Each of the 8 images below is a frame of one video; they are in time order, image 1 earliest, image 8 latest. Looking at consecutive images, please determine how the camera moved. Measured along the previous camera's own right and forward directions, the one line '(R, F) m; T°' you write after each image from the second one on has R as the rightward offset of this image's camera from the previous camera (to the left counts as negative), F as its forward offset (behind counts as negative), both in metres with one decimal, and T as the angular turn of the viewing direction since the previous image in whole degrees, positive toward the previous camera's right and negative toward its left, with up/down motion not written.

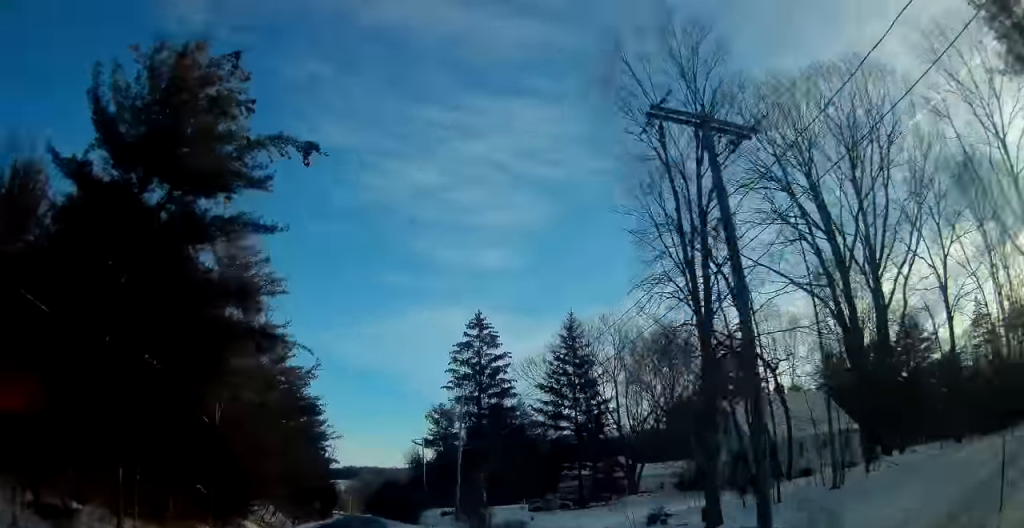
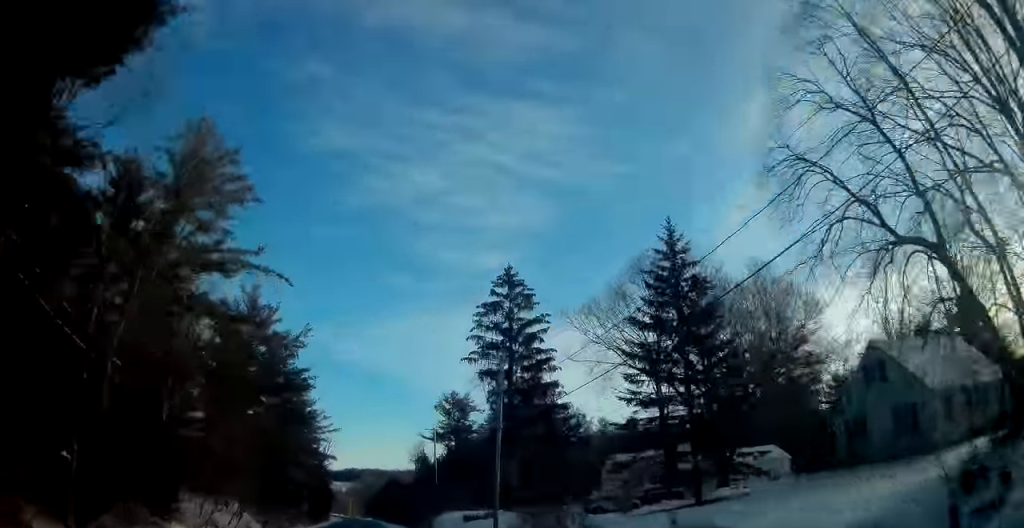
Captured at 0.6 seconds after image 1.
(+0.1, +14.3) m; 0°
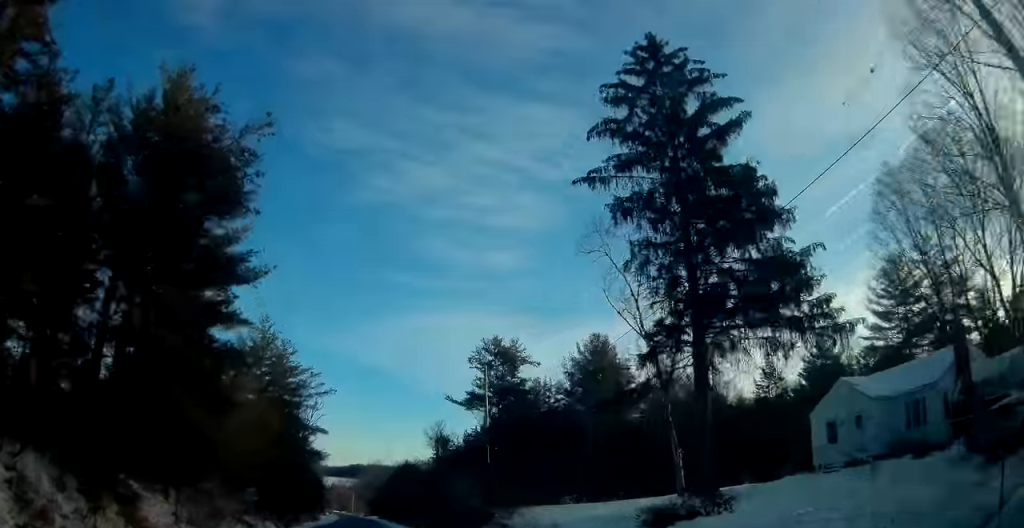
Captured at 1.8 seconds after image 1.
(+0.4, +31.2) m; 0°
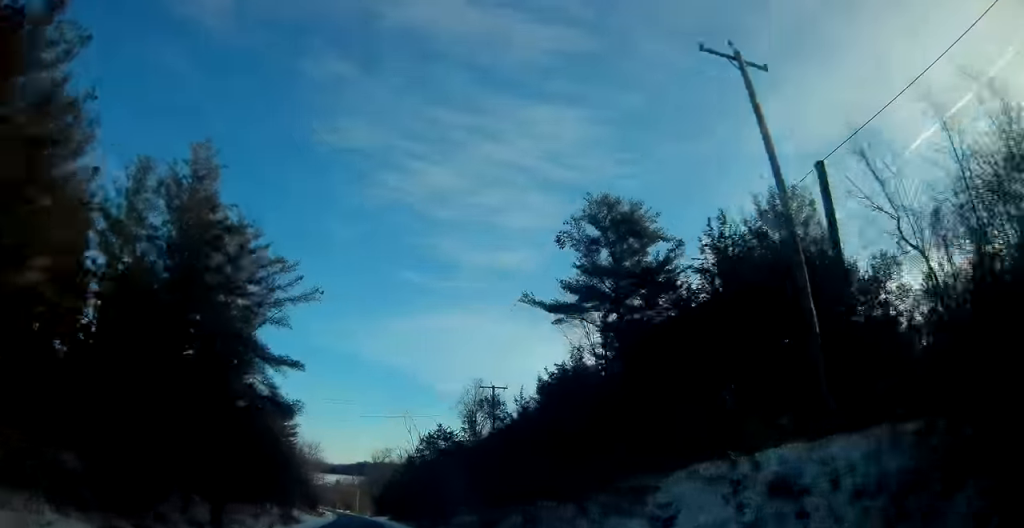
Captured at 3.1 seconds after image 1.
(-0.6, +33.9) m; -1°
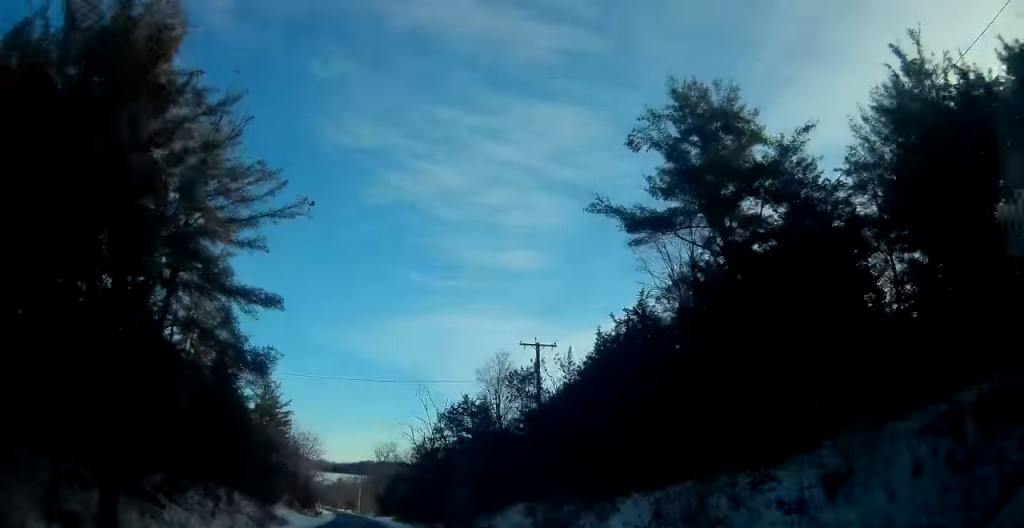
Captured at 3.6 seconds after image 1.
(+0.1, +12.7) m; 0°
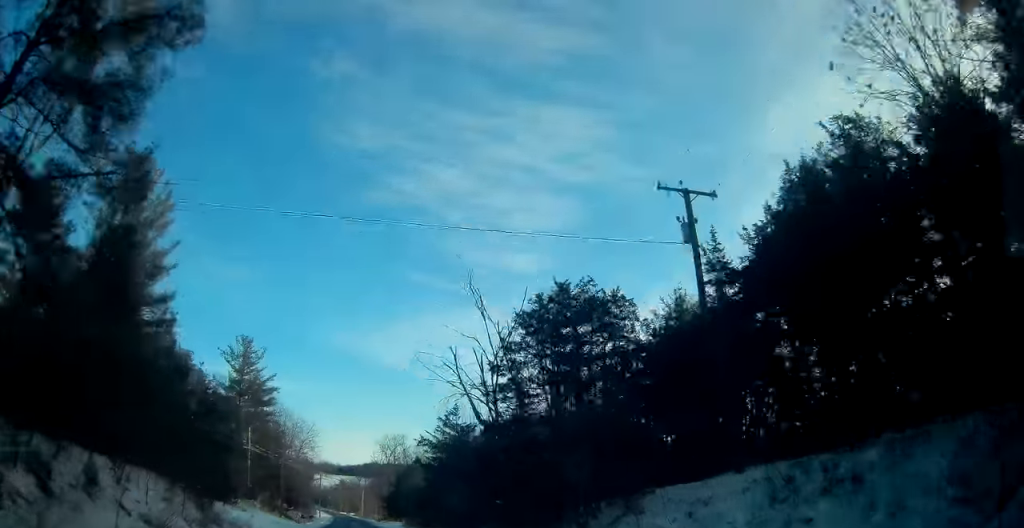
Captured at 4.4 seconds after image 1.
(+0.1, +19.5) m; 0°
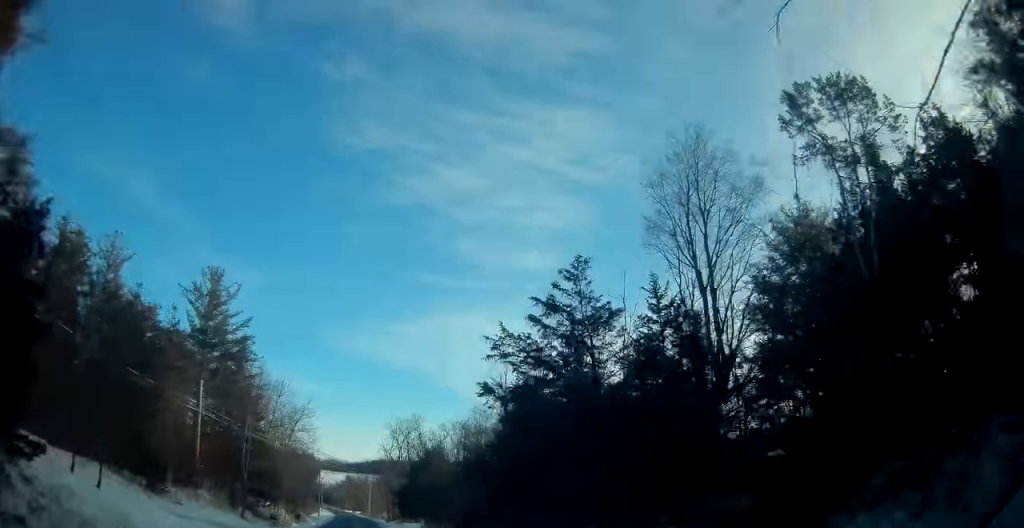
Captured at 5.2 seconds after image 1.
(-0.1, +21.2) m; -1°
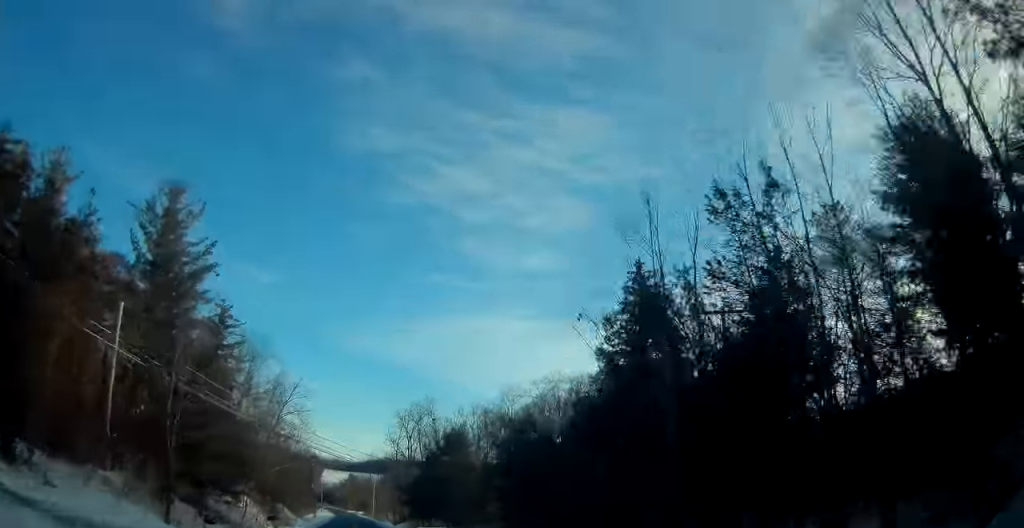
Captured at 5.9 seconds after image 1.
(-0.2, +16.1) m; -1°
